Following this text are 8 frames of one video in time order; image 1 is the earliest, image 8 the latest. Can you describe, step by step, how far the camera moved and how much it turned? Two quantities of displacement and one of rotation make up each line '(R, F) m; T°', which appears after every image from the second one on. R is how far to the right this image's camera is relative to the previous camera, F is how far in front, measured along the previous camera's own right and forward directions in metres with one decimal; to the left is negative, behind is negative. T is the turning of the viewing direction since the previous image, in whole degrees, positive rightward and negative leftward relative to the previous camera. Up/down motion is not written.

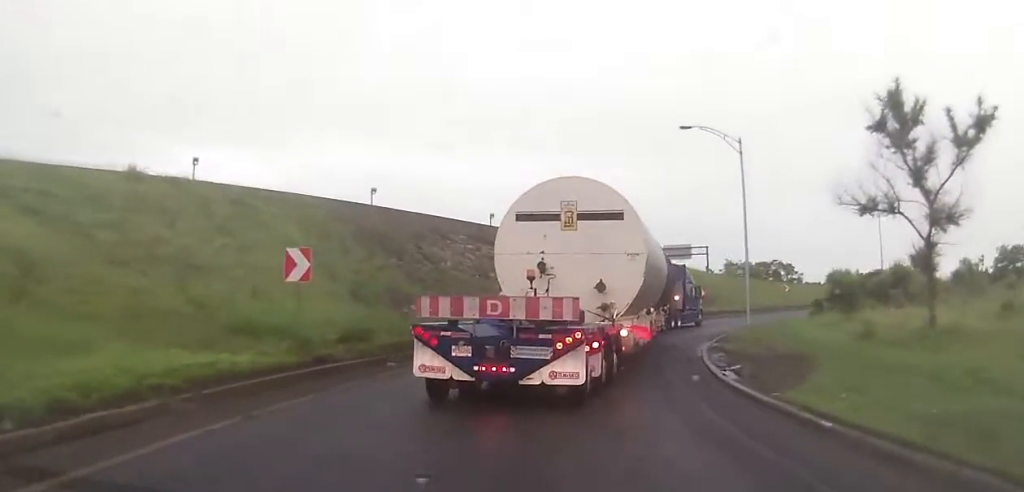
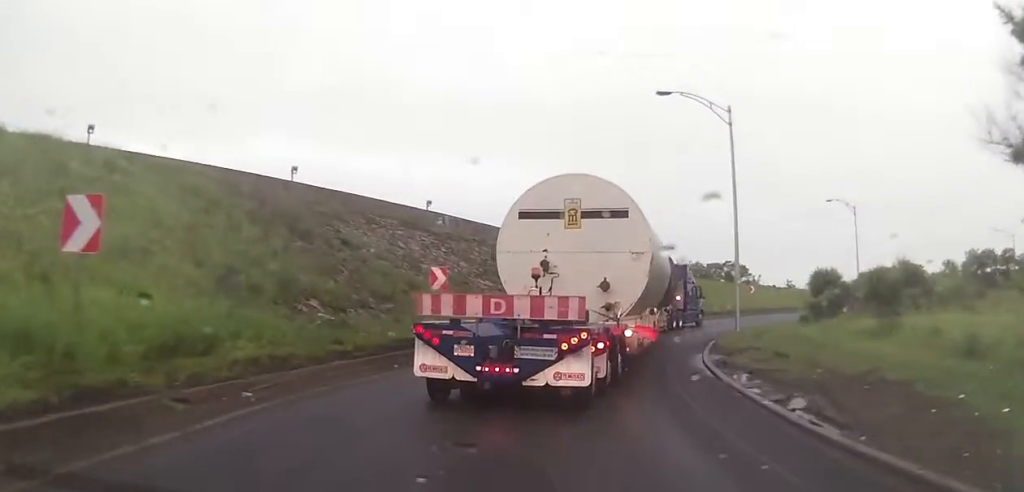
(+0.5, +6.6) m; +8°
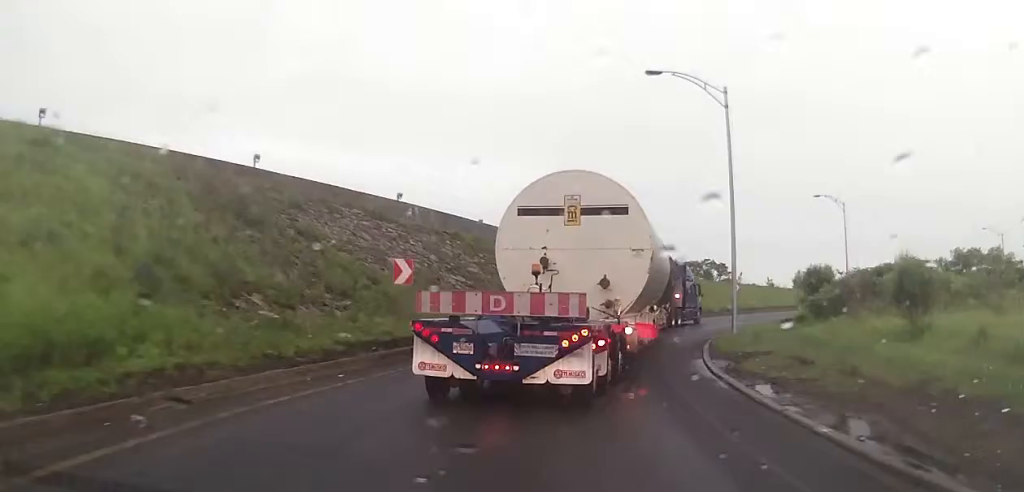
(+0.1, +2.7) m; +2°
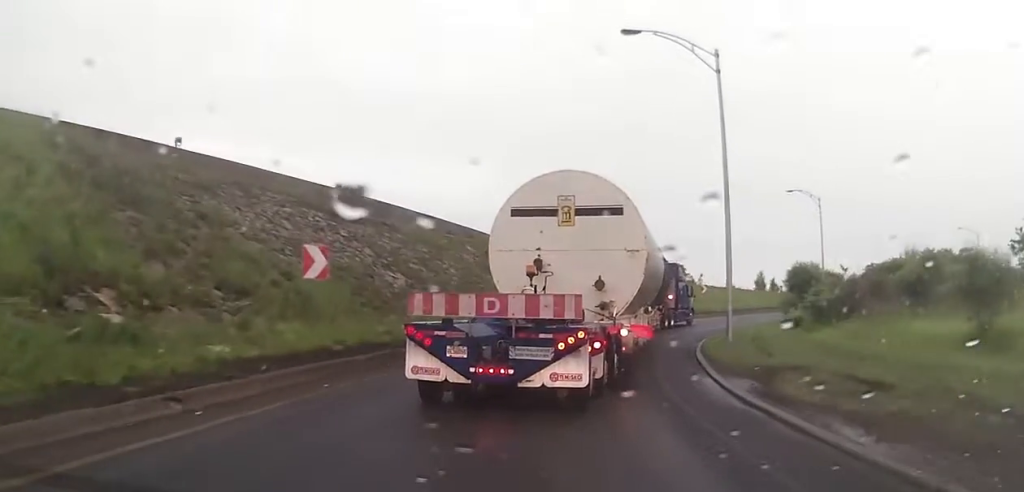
(0.0, +4.9) m; +1°
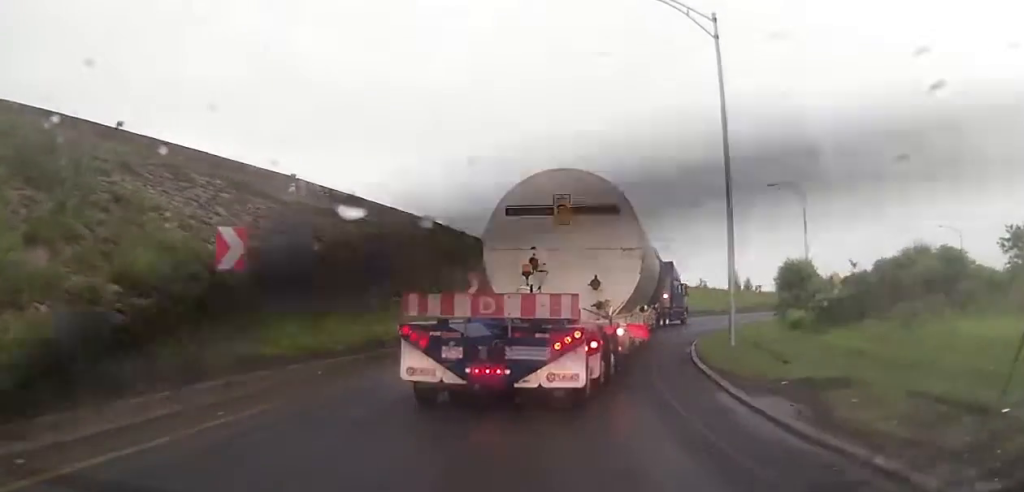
(0.0, +3.4) m; +4°
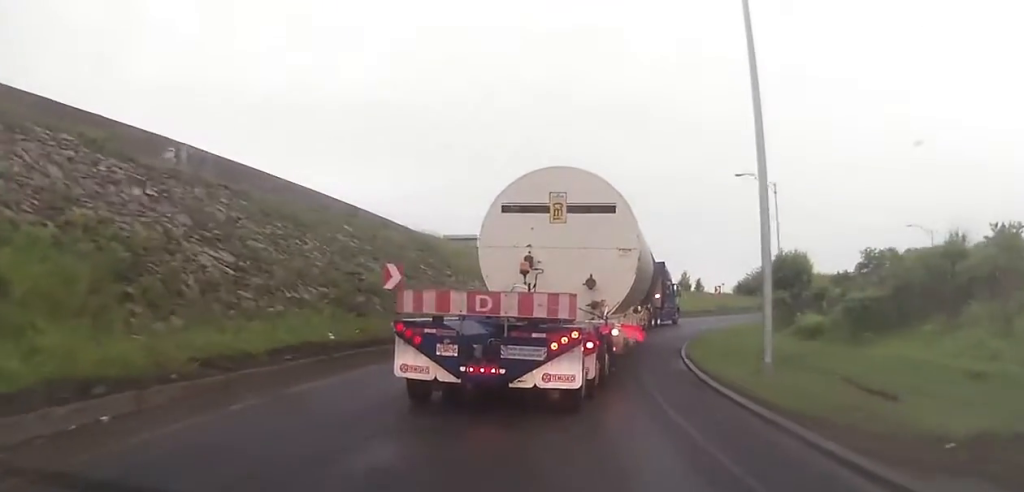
(+0.6, +6.6) m; +8°
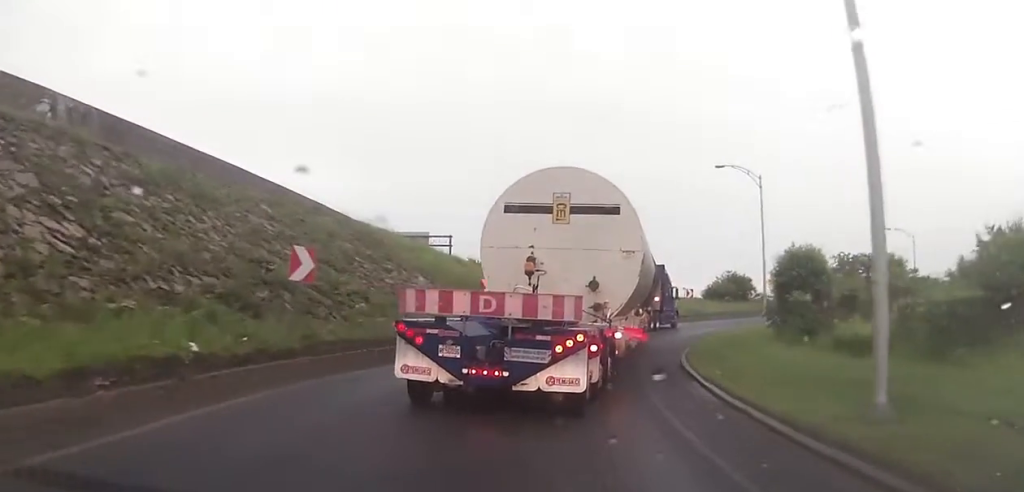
(+0.2, +5.5) m; +3°
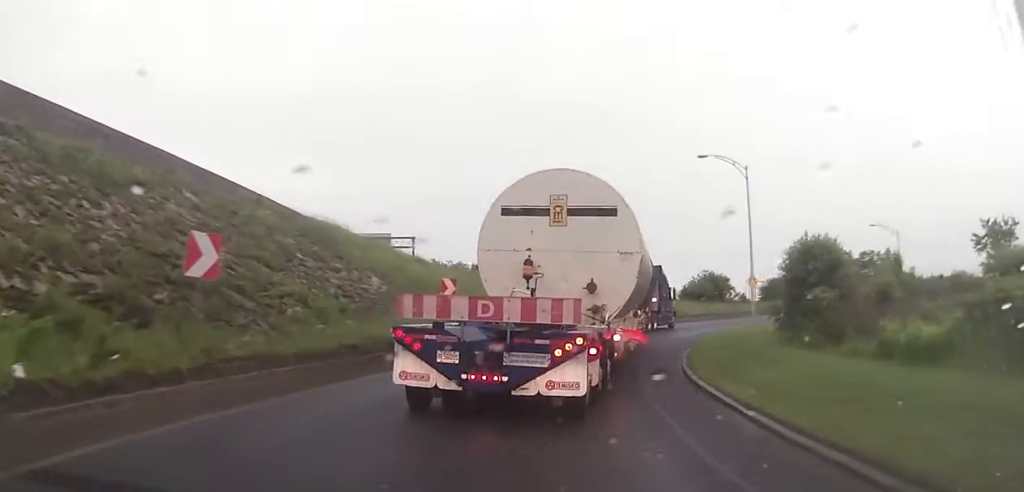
(0.0, +3.7) m; 0°
